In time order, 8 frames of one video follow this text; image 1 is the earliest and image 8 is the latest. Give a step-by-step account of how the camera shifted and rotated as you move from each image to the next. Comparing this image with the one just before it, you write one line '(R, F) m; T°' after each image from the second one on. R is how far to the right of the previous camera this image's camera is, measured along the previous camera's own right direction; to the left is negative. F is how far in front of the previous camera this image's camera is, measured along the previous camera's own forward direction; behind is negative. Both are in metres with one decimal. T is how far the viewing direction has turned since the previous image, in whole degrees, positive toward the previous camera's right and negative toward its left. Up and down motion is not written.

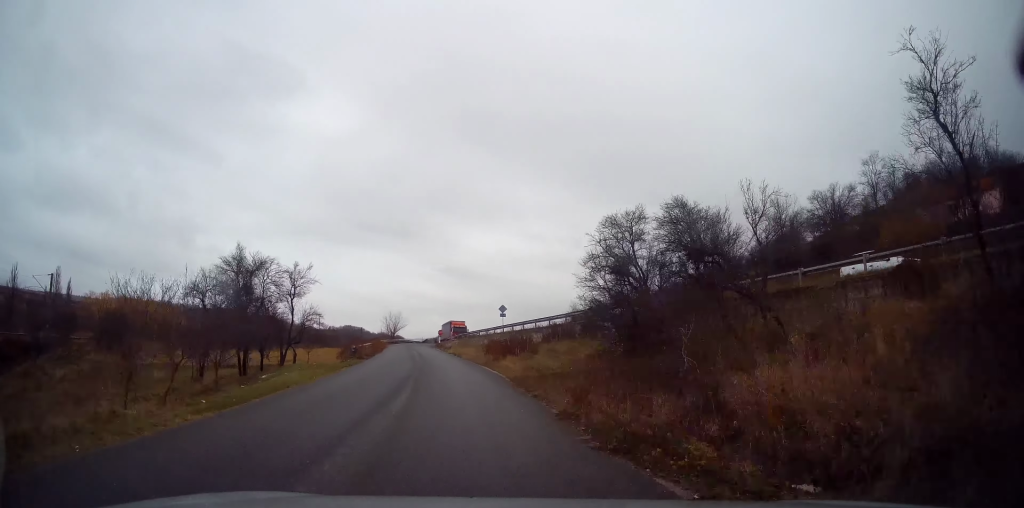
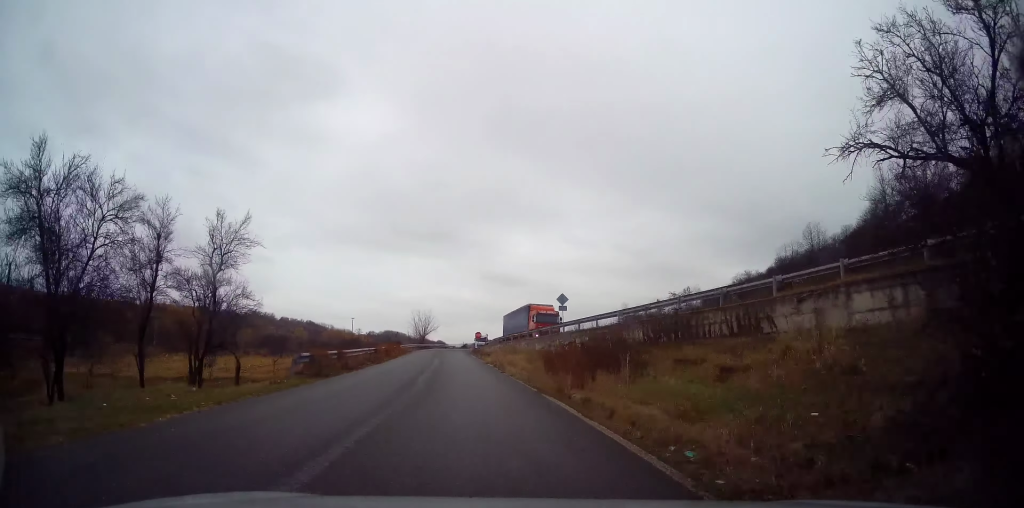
(-0.2, +14.6) m; -2°
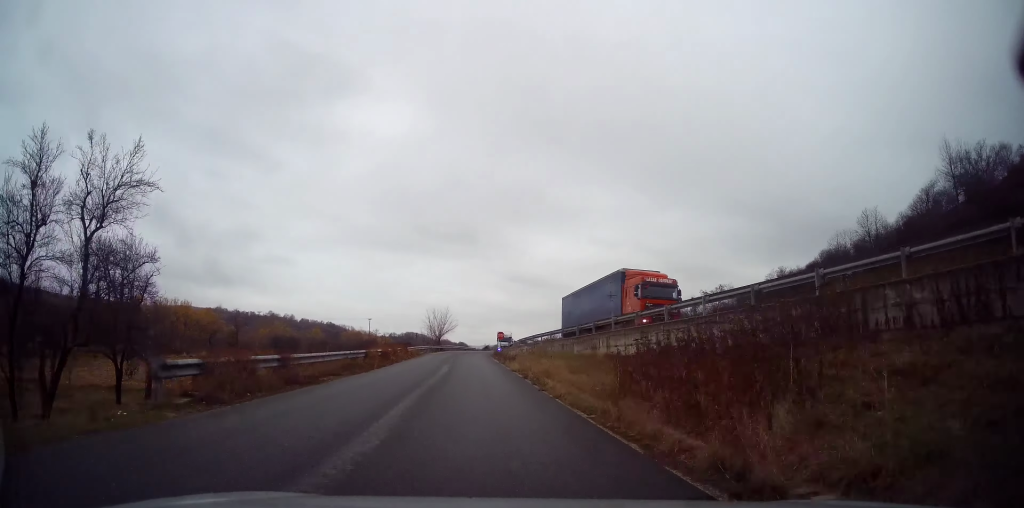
(-0.2, +8.6) m; -2°
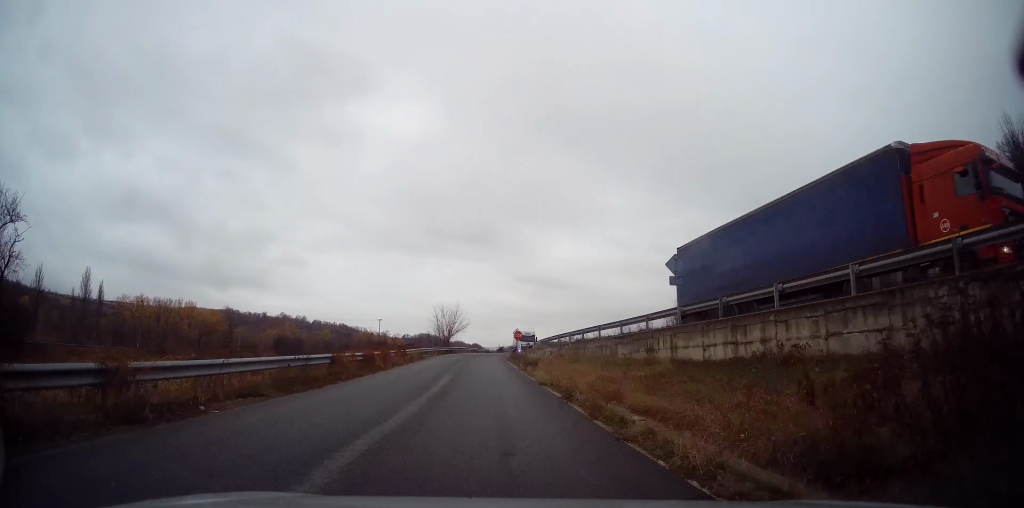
(-0.2, +8.2) m; -2°
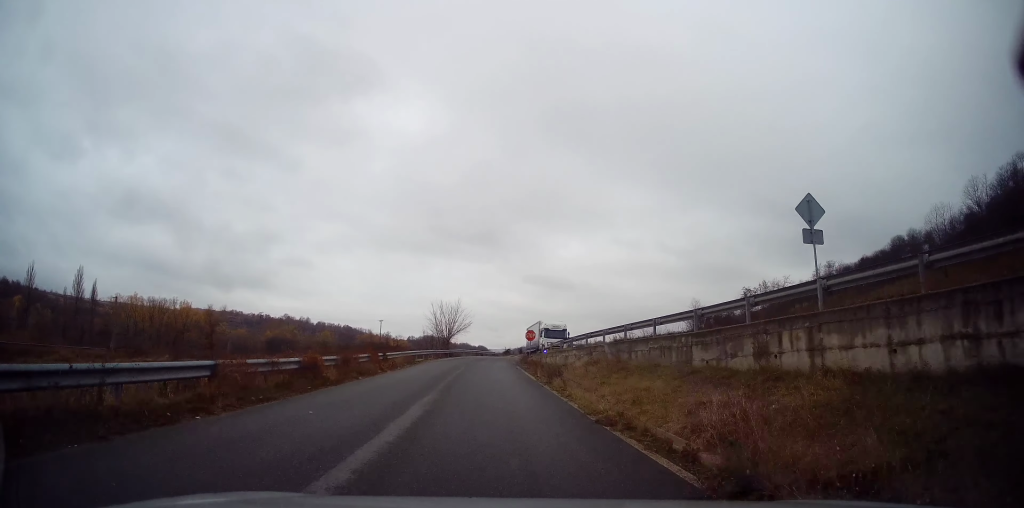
(-0.2, +9.3) m; -1°
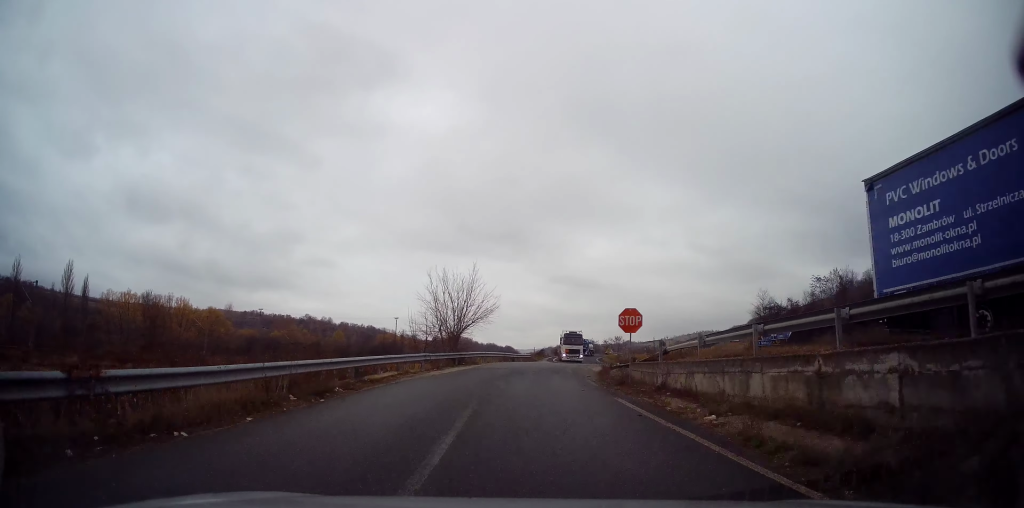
(-0.1, +22.7) m; -2°
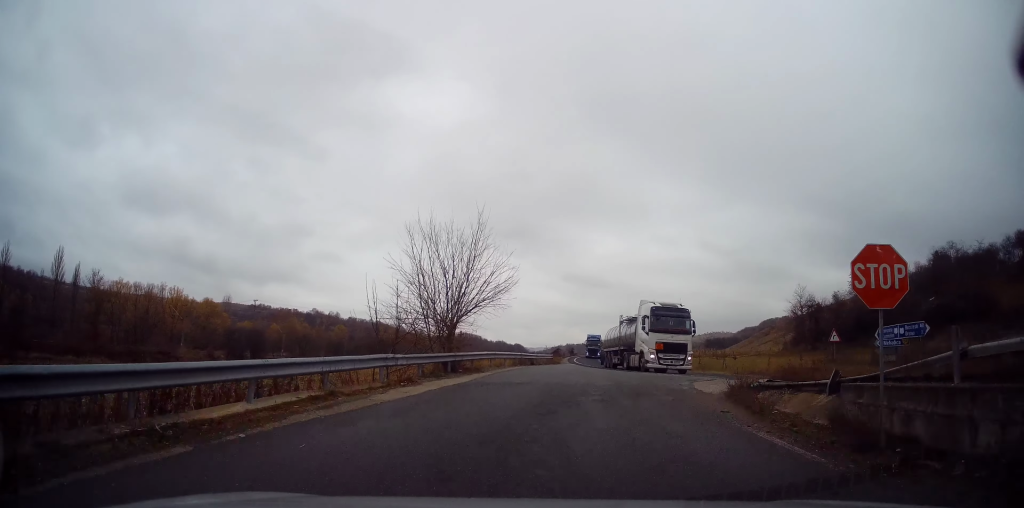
(-0.3, +10.5) m; 0°
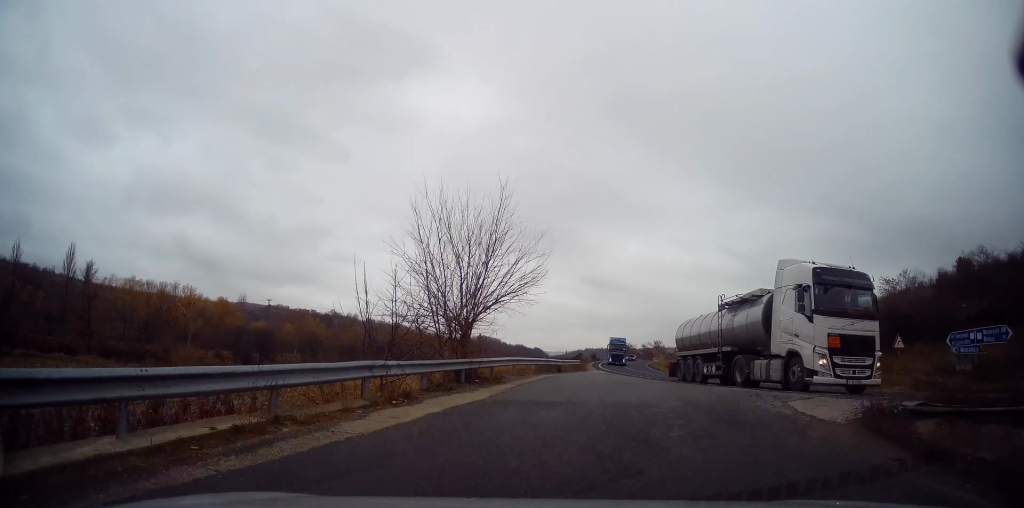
(+0.1, +3.6) m; +1°
